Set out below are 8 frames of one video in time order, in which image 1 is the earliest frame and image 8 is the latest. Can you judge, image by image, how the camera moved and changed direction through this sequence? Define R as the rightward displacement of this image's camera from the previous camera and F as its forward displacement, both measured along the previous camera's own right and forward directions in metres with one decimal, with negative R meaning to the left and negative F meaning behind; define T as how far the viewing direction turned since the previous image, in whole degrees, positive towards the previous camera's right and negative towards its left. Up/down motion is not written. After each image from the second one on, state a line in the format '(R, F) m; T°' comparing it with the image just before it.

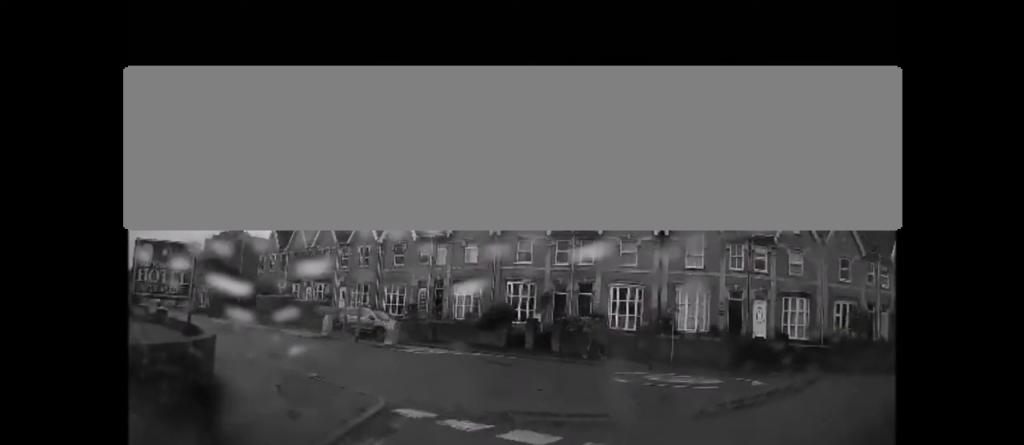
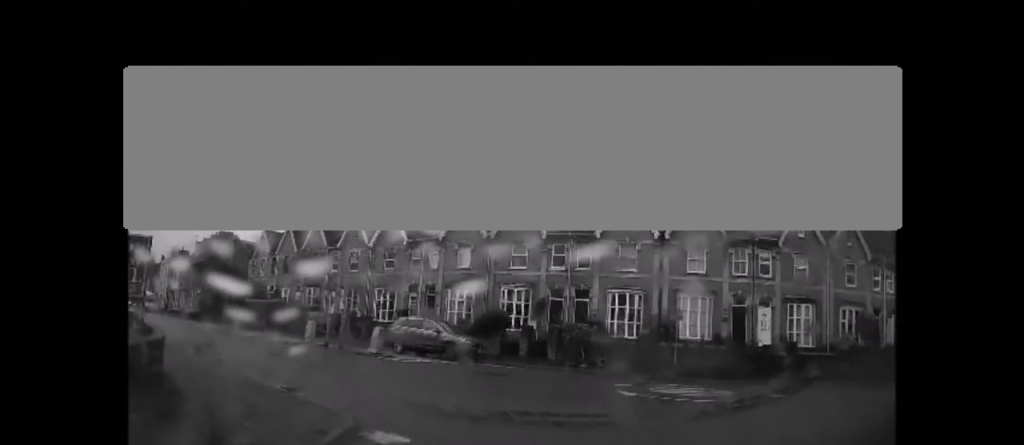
(0.0, +1.5) m; 0°
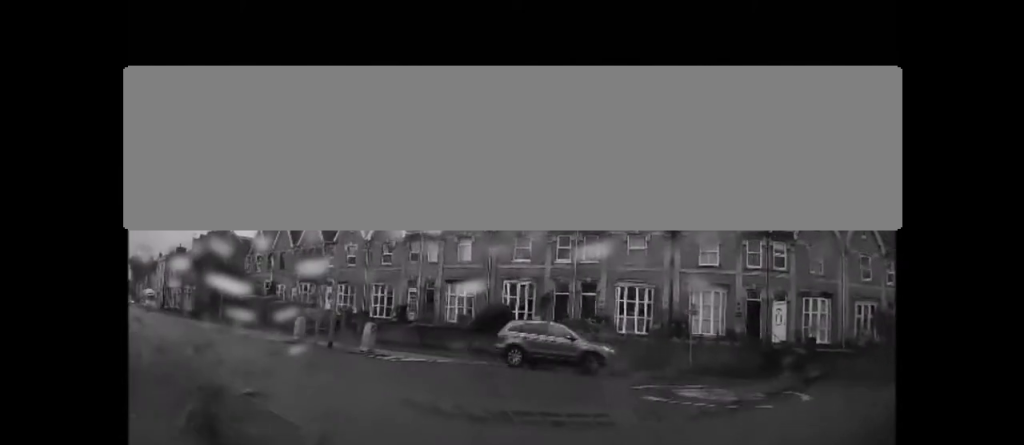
(0.0, +1.8) m; 0°
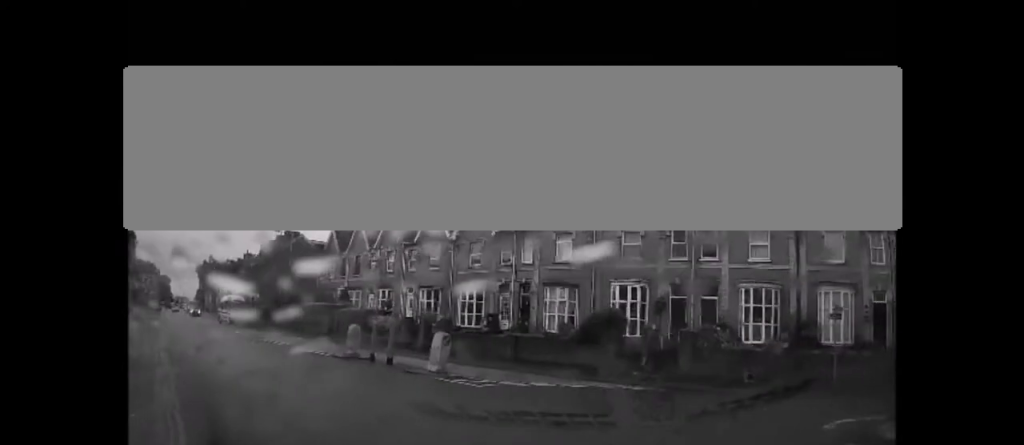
(0.0, +4.9) m; -1°
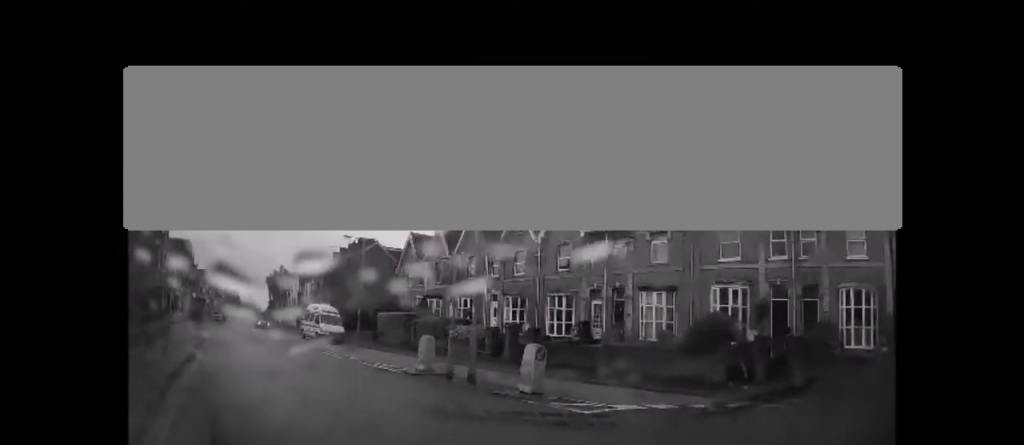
(0.0, +2.3) m; -6°
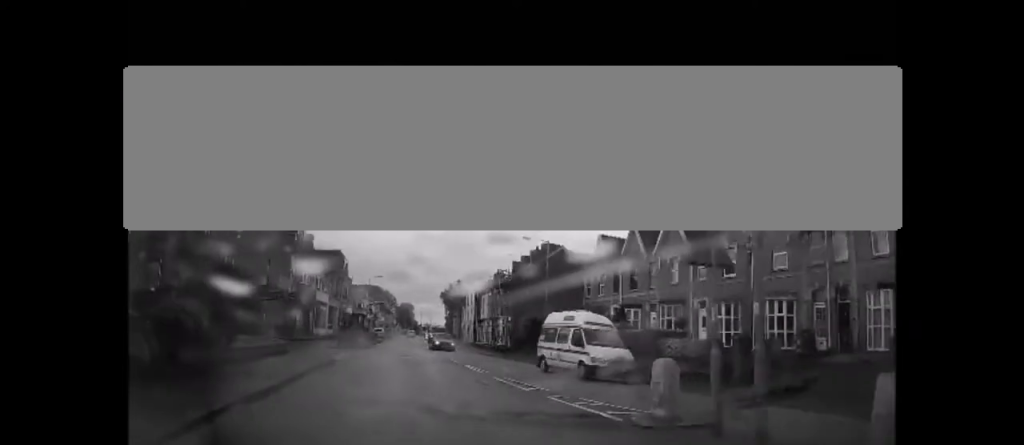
(-0.8, +5.3) m; -21°
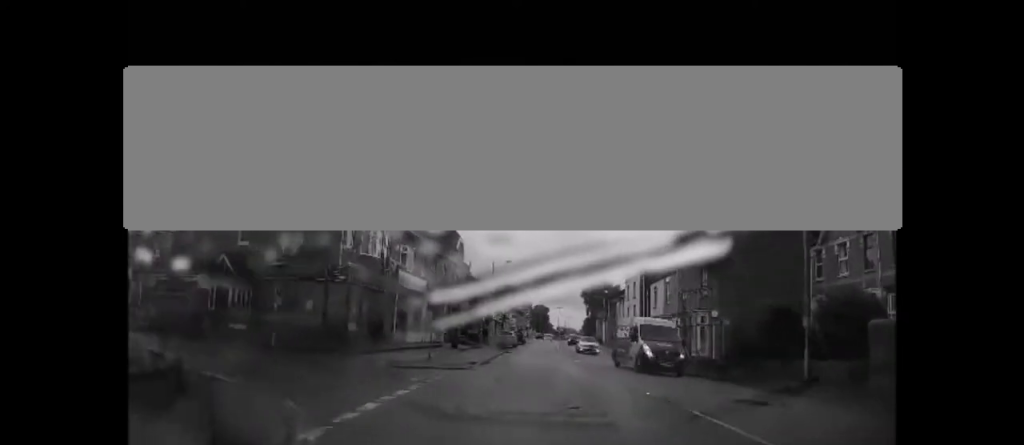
(-4.6, +16.8) m; -15°
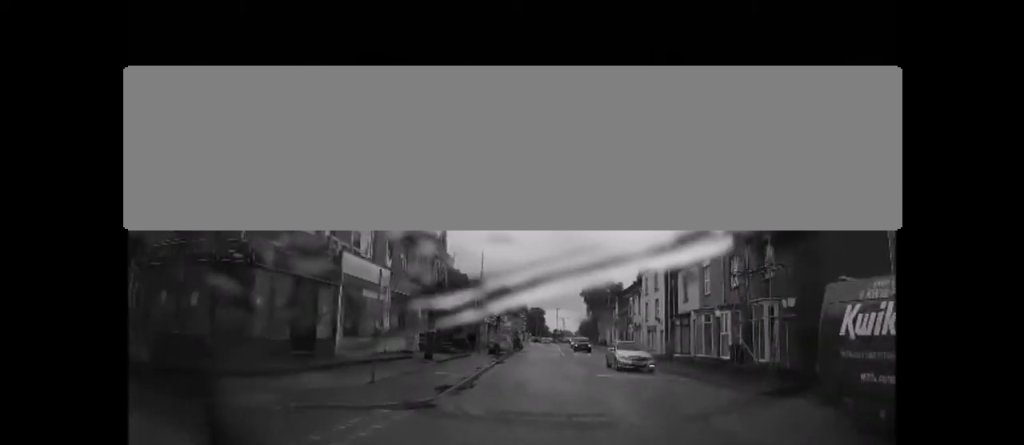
(+0.2, +8.6) m; 0°
